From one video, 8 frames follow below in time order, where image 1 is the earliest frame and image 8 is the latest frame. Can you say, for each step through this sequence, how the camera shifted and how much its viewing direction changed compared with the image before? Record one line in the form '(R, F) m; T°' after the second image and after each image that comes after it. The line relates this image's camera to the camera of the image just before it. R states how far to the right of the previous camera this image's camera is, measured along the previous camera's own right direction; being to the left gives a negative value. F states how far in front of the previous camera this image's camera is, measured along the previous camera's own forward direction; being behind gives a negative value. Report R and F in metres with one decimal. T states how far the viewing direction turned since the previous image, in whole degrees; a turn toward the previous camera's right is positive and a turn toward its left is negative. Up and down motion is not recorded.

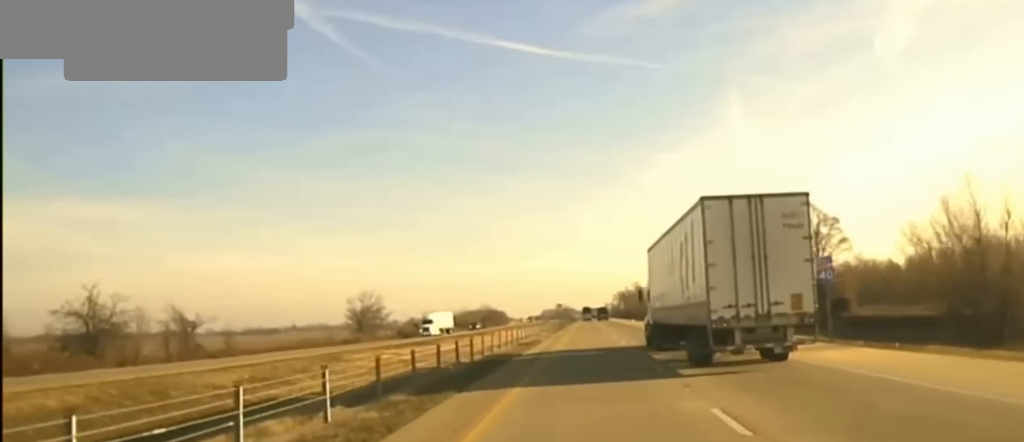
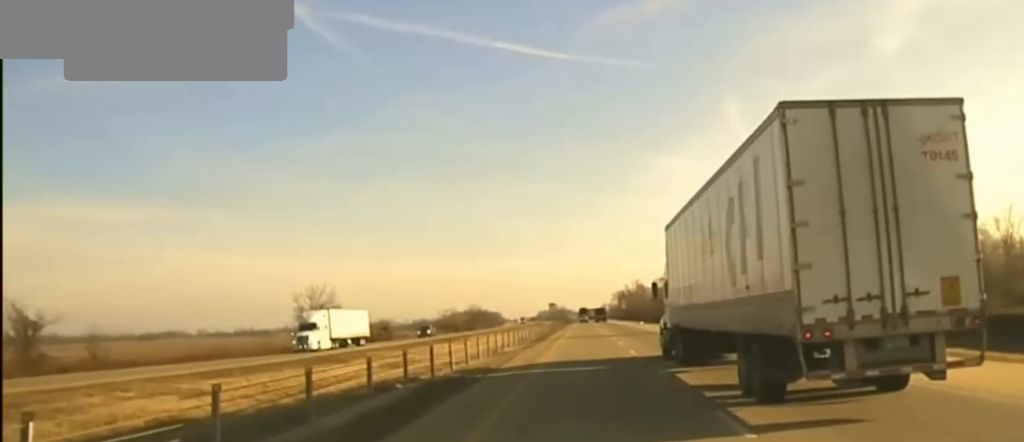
(-0.2, +44.5) m; 0°
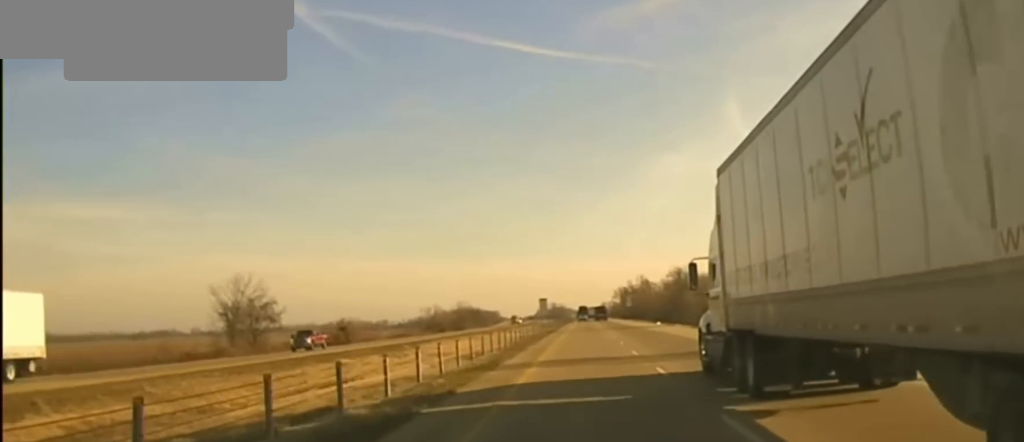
(+0.2, +40.6) m; 0°
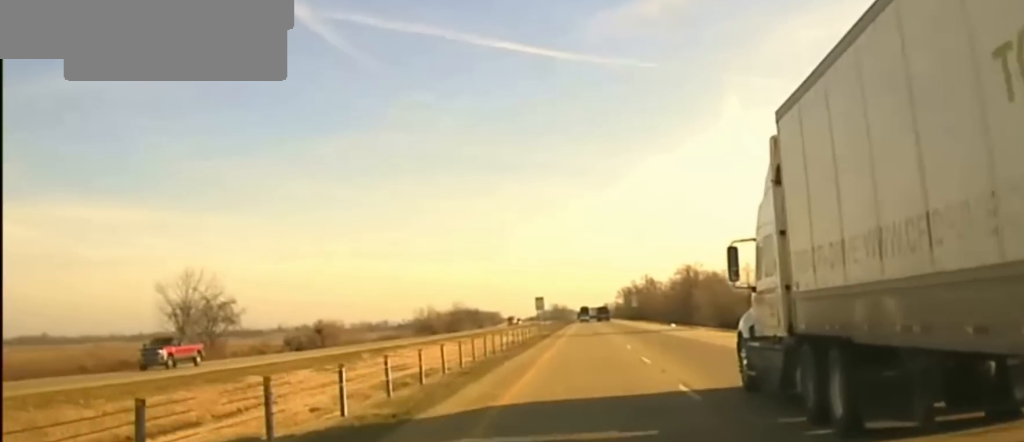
(0.0, +17.3) m; 0°
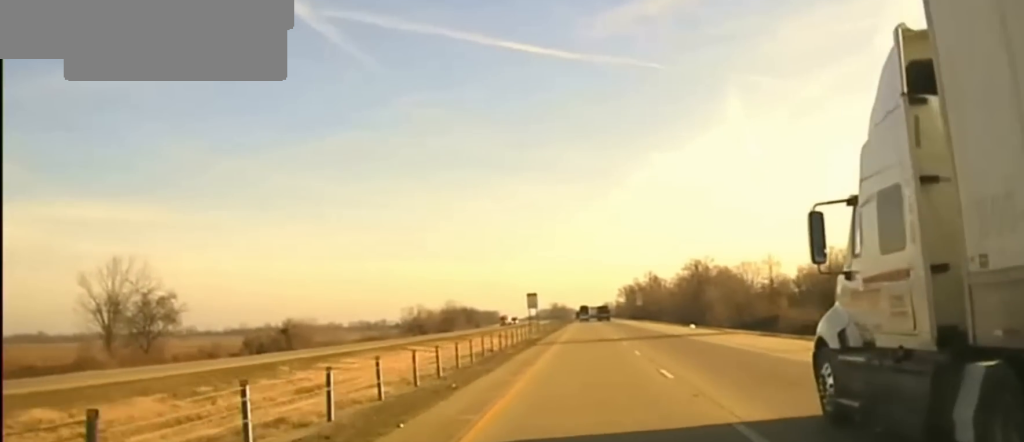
(0.0, +22.9) m; 0°
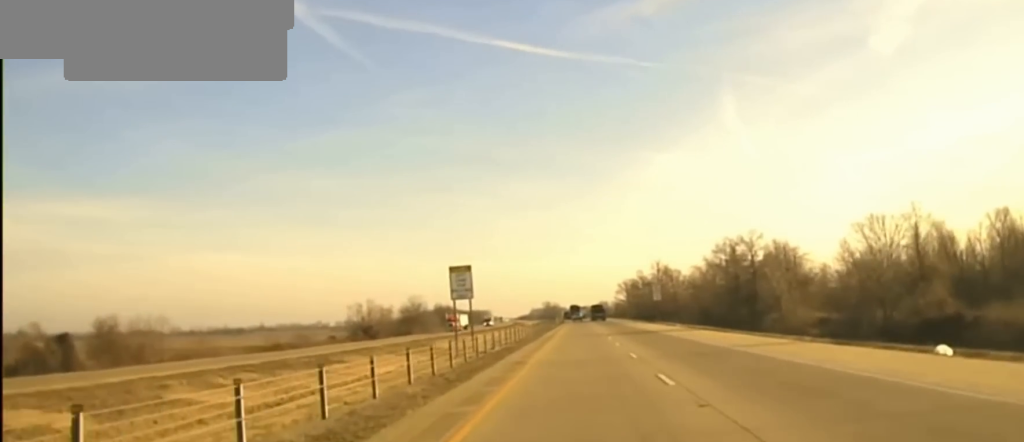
(0.0, +46.5) m; 0°
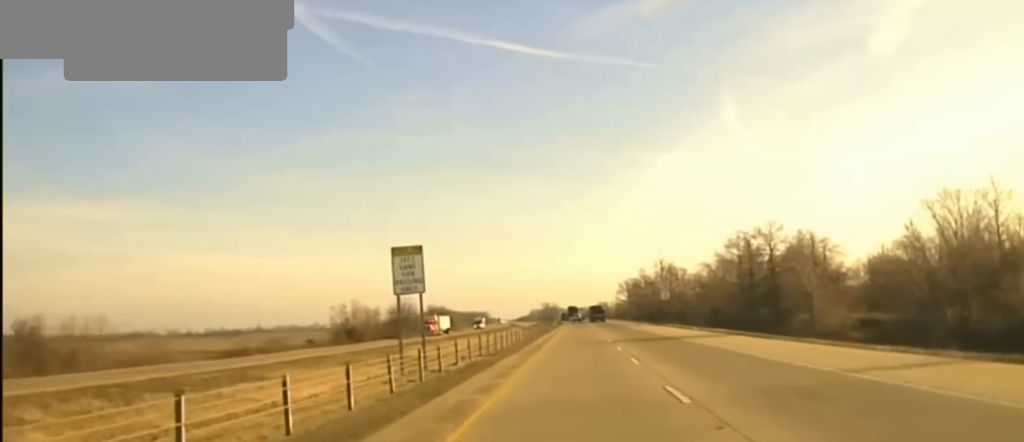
(0.0, +11.7) m; 0°
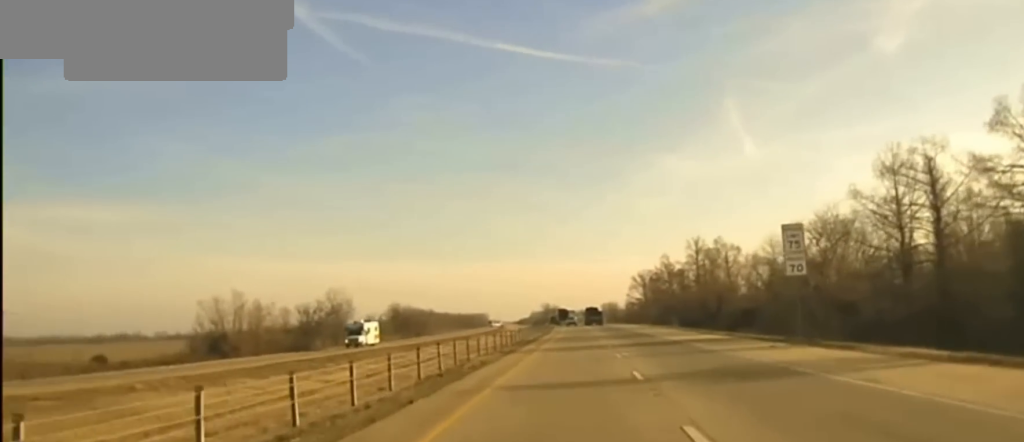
(-0.2, +74.3) m; 0°
